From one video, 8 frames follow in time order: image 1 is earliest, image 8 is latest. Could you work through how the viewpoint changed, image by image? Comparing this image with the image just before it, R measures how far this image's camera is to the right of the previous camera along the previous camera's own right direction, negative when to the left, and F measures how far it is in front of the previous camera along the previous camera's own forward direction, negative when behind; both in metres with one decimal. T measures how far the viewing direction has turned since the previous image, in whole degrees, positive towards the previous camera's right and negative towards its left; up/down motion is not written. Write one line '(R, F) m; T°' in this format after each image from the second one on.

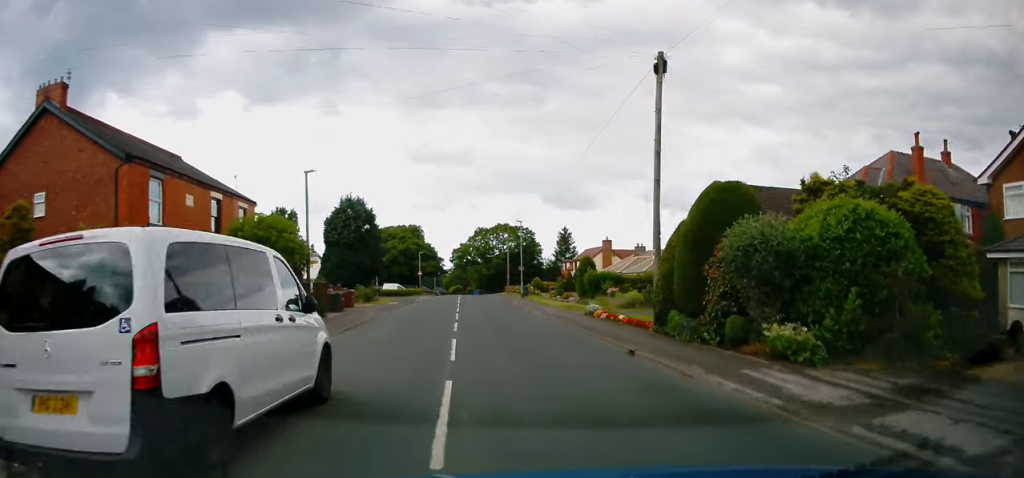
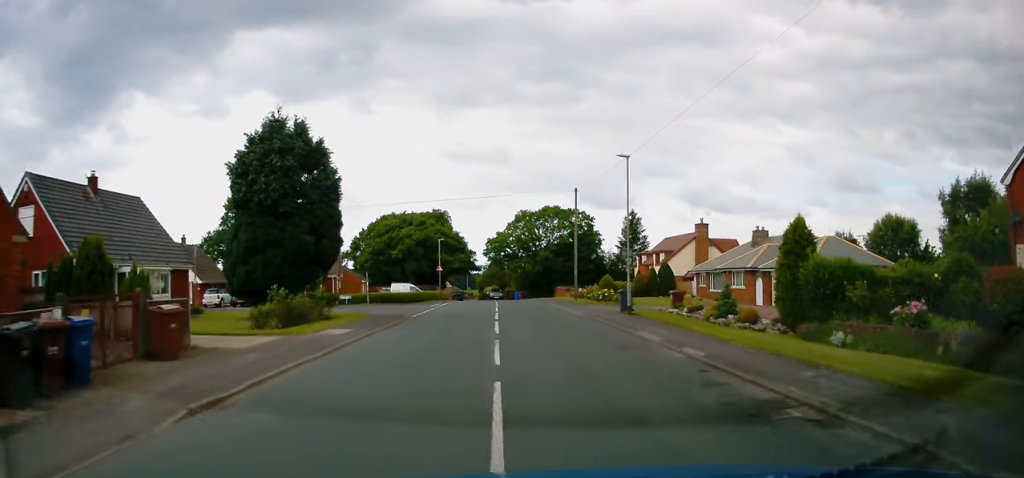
(+0.4, +25.1) m; -1°
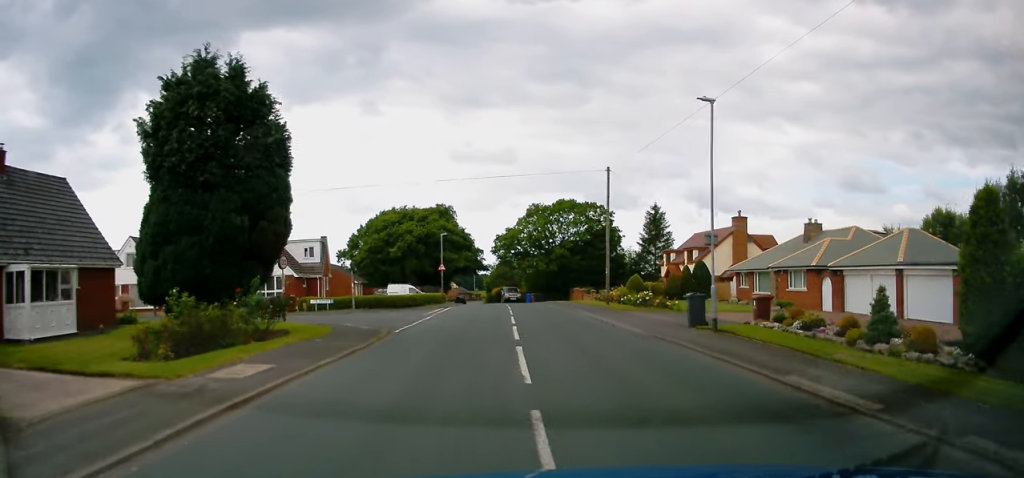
(-0.2, +7.8) m; -1°
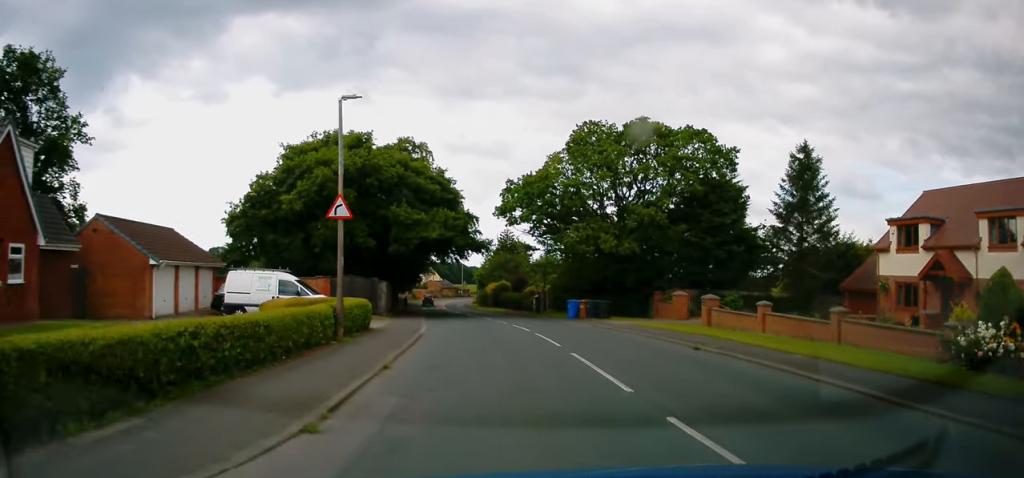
(-0.7, +38.3) m; 0°
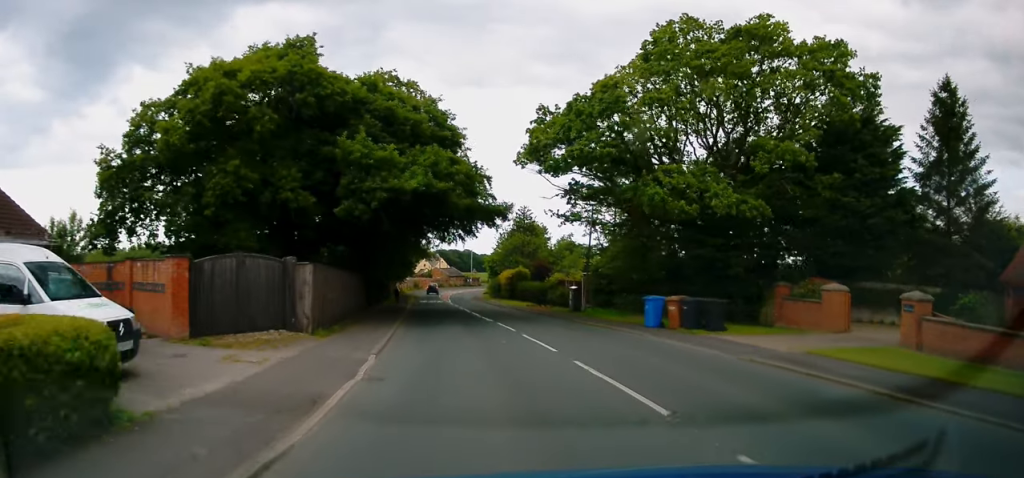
(0.0, +14.9) m; 0°
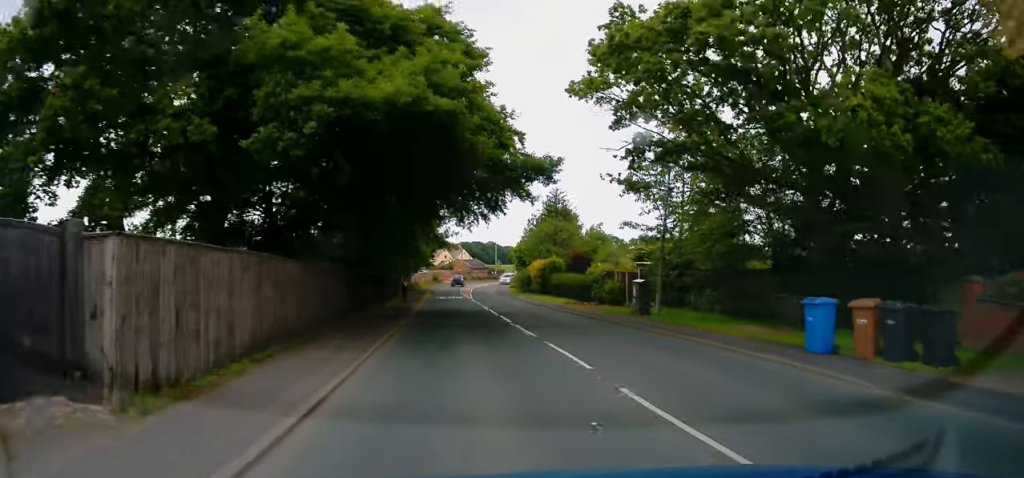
(0.0, +9.2) m; -2°
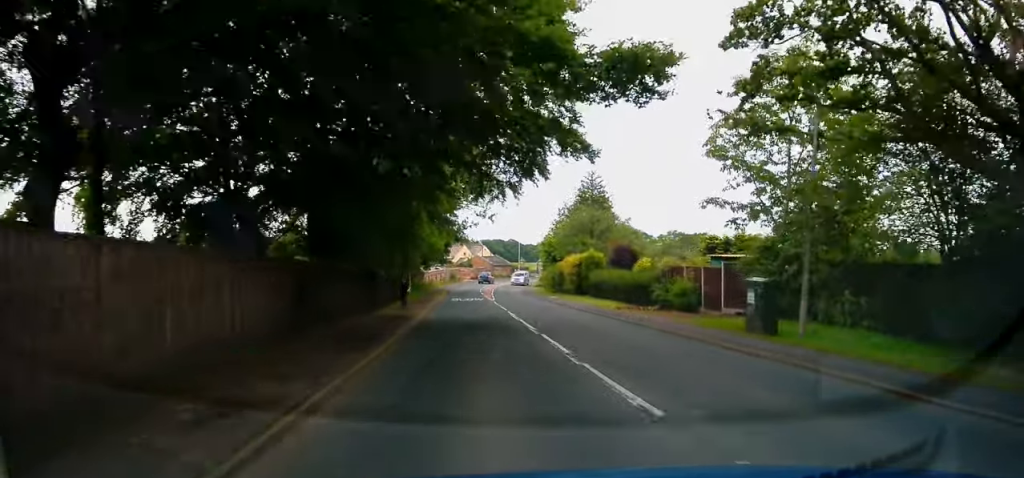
(-0.2, +9.5) m; -1°
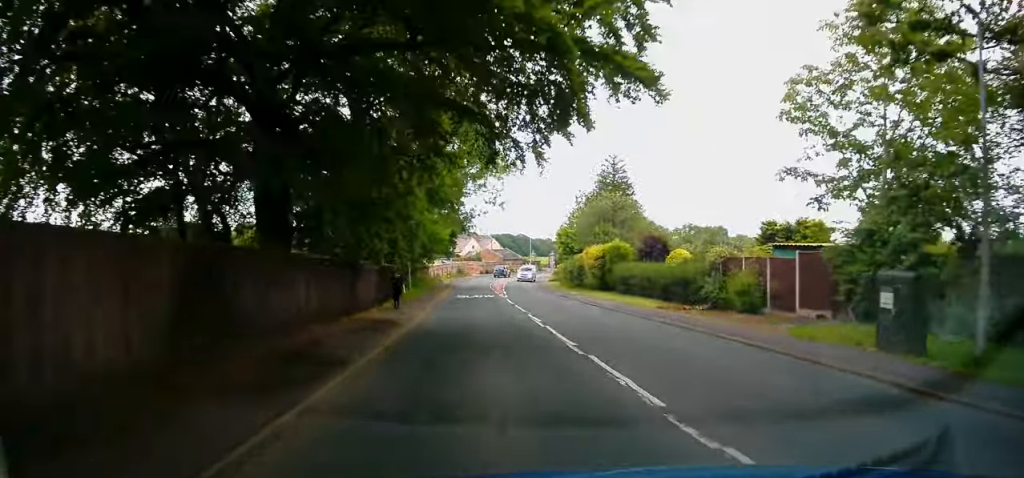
(-0.3, +5.9) m; 0°
